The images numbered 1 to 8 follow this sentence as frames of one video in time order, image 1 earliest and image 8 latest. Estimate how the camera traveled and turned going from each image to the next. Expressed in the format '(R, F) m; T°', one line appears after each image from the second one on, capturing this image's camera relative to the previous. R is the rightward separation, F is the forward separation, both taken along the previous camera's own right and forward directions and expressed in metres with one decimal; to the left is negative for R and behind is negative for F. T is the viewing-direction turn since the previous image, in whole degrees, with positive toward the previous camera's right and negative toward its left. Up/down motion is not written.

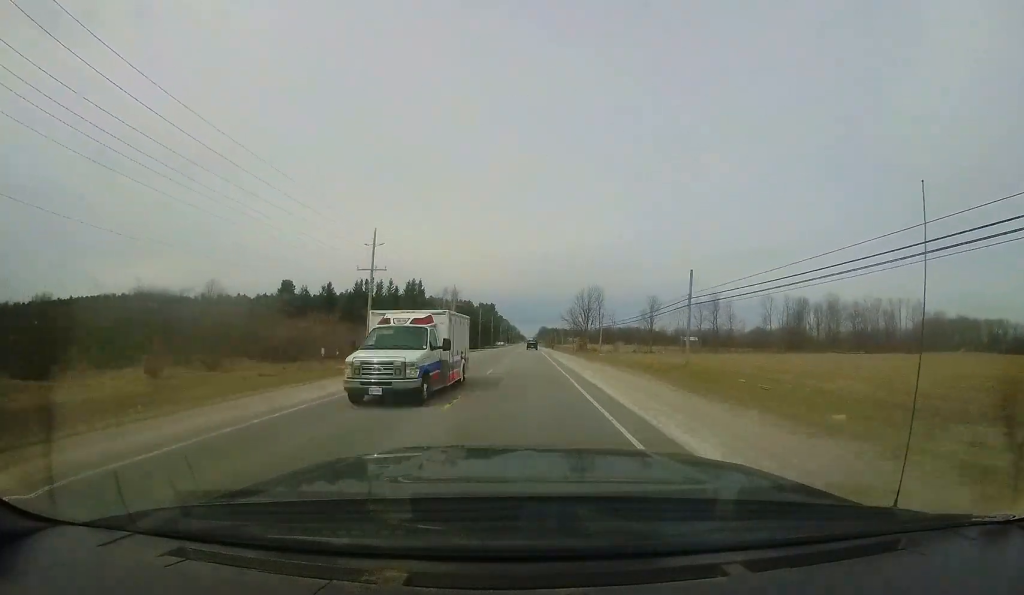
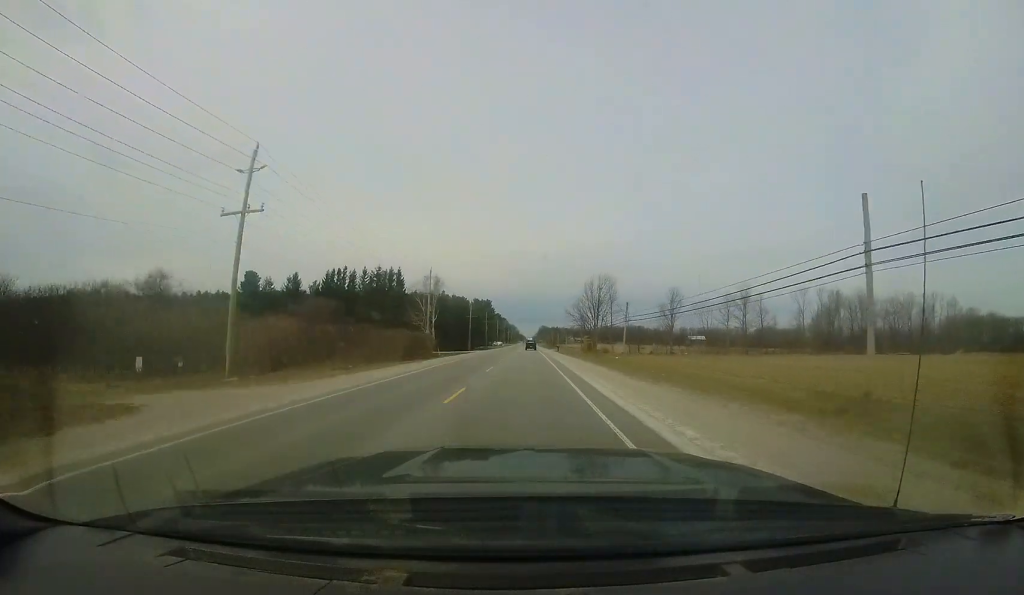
(+0.2, +17.4) m; +1°
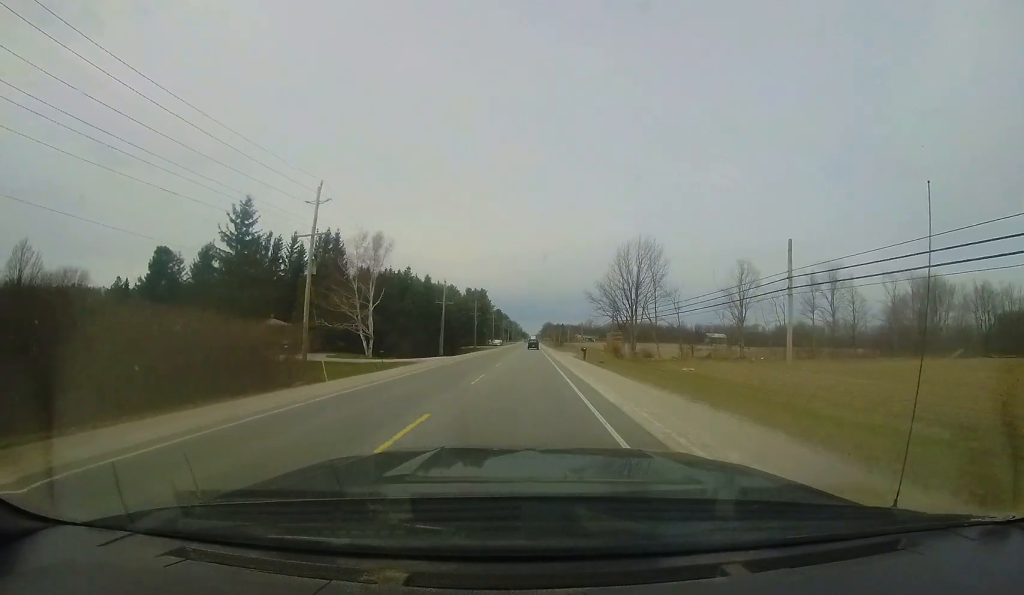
(+0.1, +32.4) m; 0°
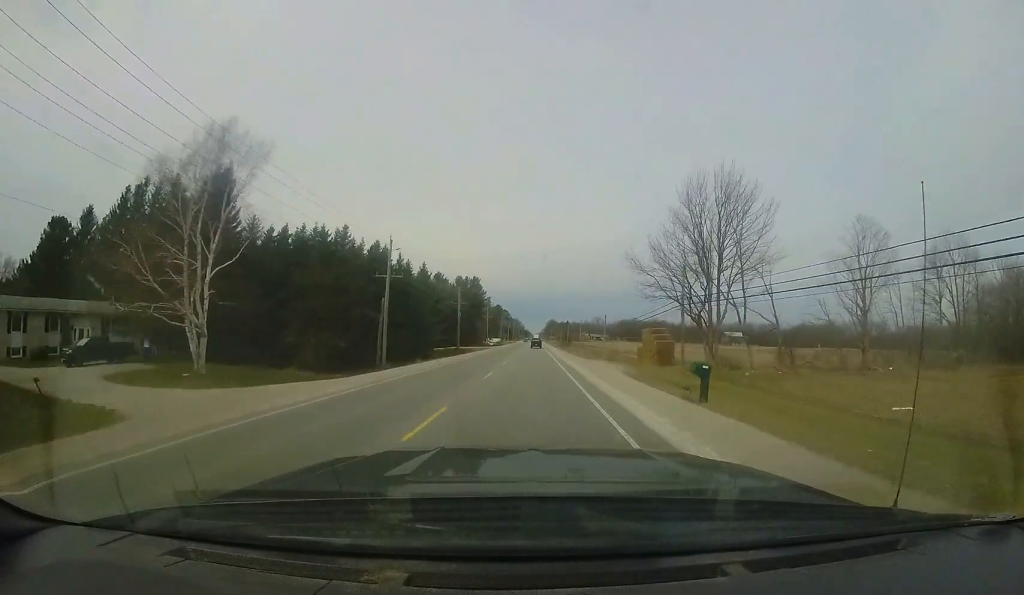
(-0.1, +26.6) m; -1°
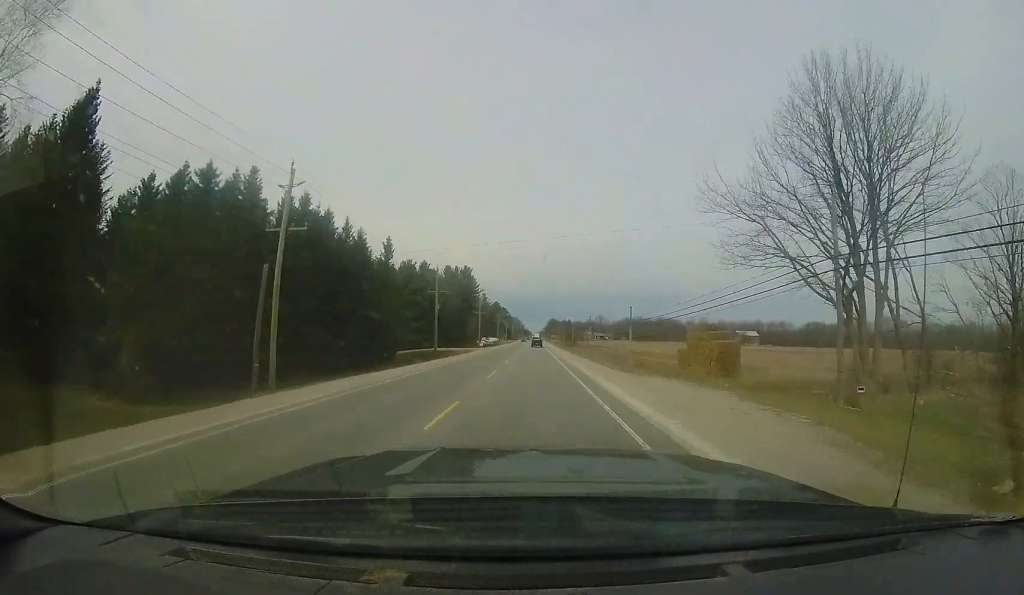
(-0.2, +17.2) m; -1°
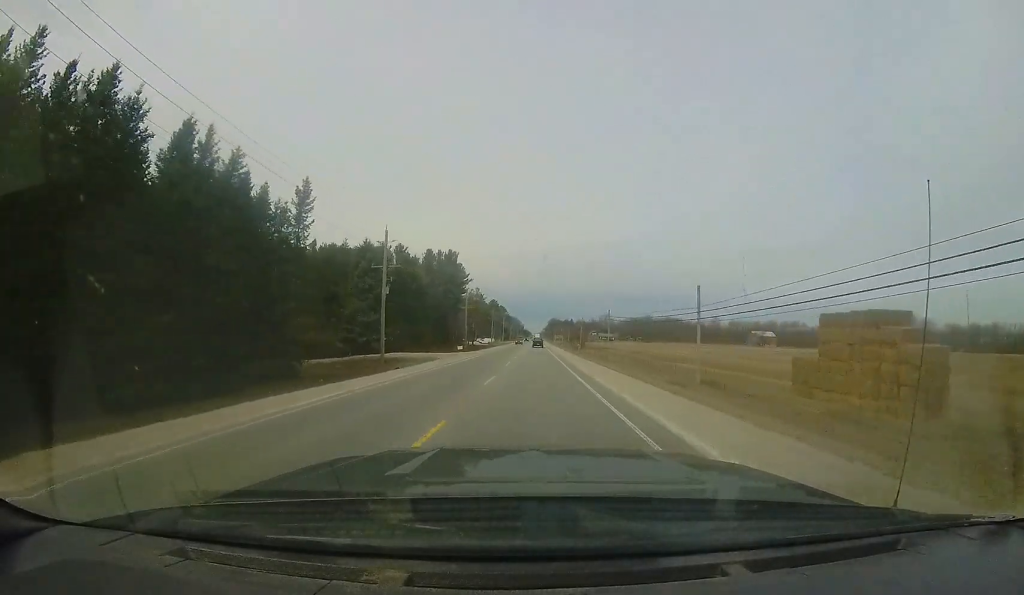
(-0.3, +20.7) m; 0°
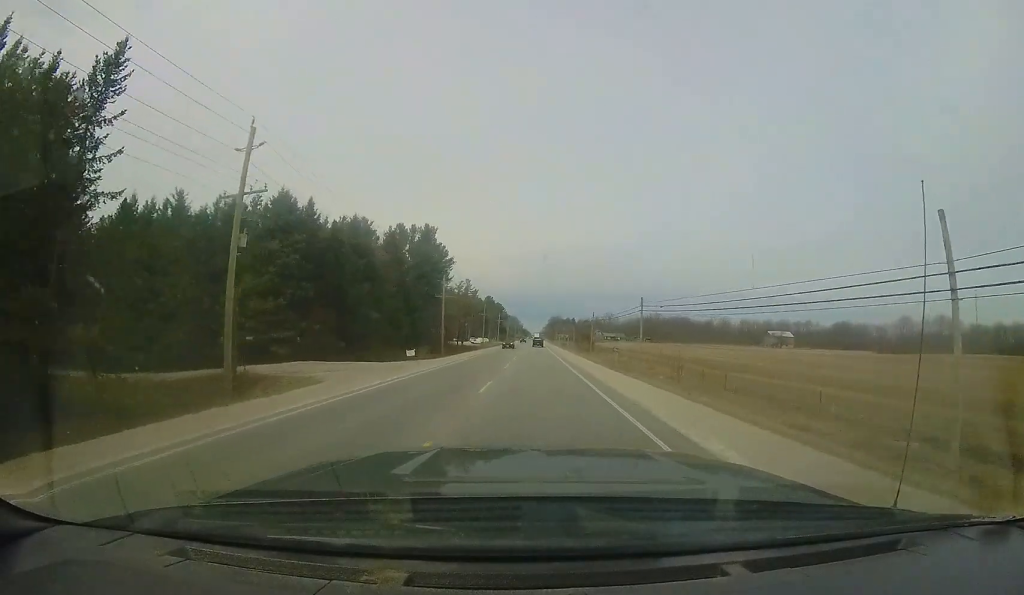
(+0.1, +20.0) m; +1°
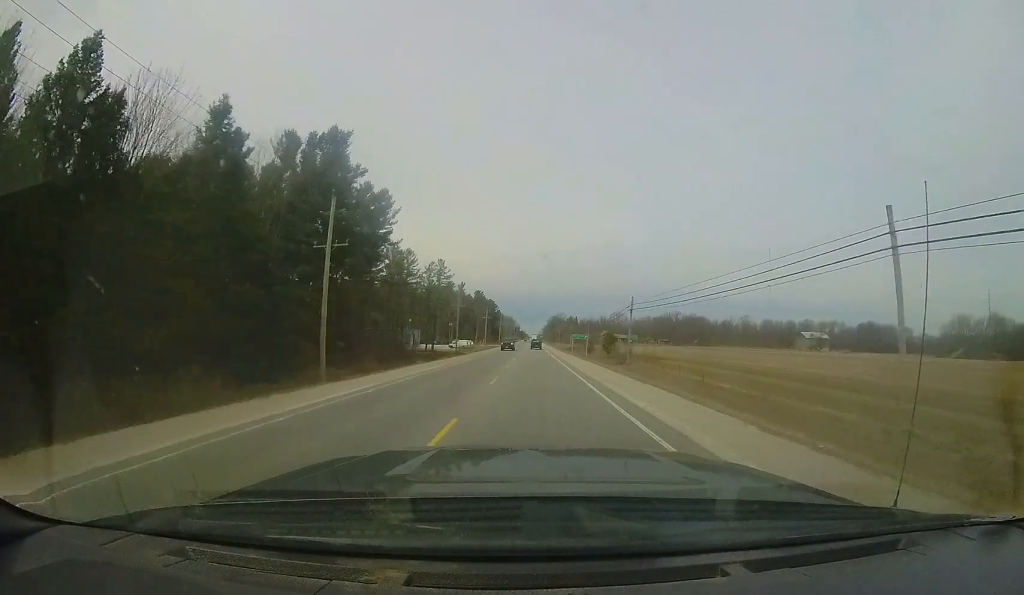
(+0.3, +34.4) m; 0°
